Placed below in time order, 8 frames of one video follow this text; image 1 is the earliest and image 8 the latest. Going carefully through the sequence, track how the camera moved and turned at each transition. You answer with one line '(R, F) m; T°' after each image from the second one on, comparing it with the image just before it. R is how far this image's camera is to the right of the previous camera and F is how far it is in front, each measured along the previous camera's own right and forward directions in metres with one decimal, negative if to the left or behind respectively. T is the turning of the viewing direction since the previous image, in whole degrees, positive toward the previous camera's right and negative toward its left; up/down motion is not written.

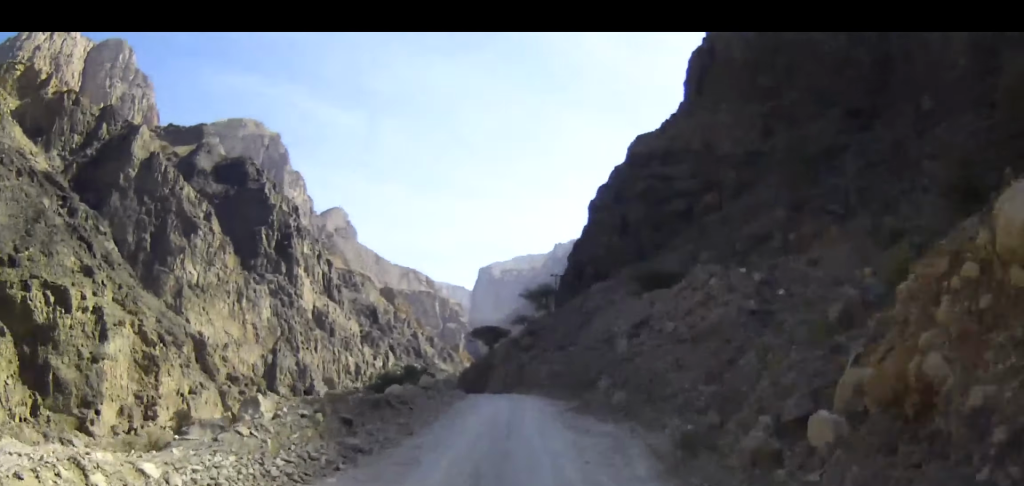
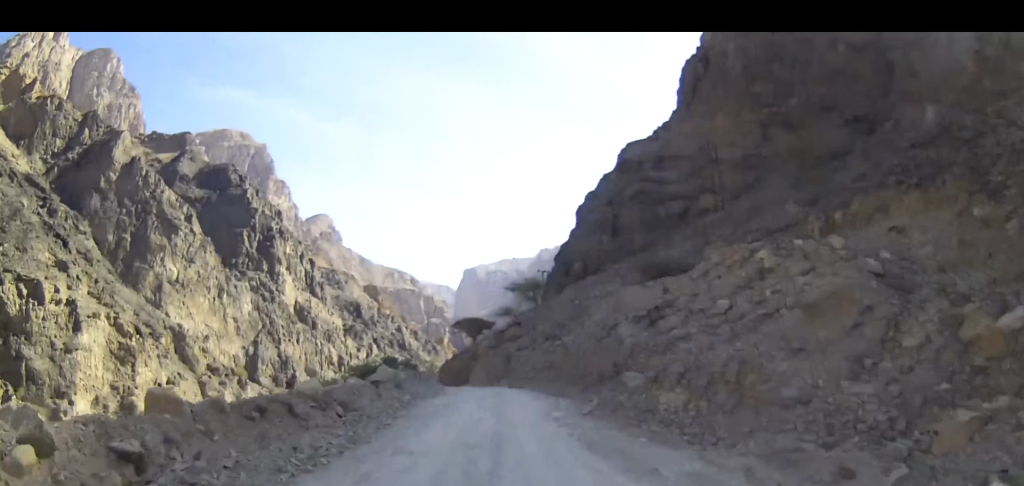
(+0.1, +9.4) m; +1°
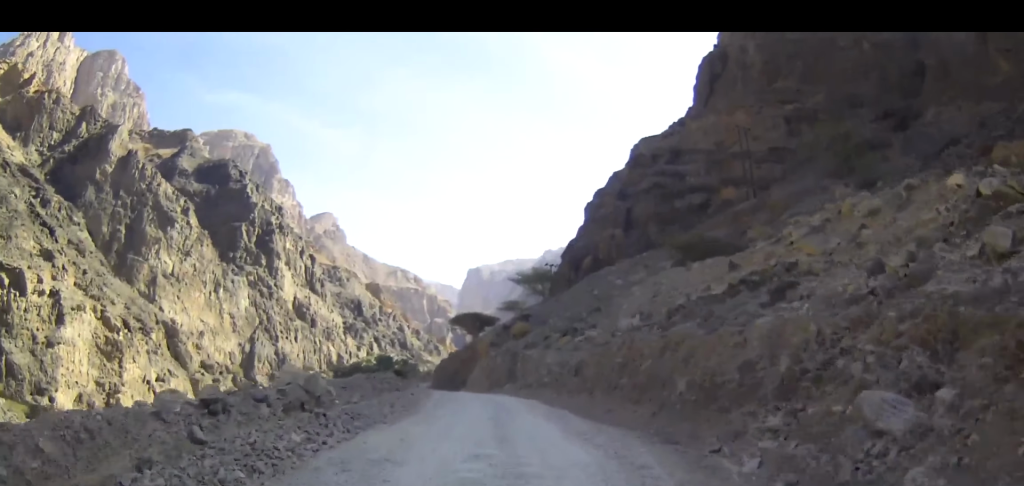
(+0.1, +12.5) m; 0°
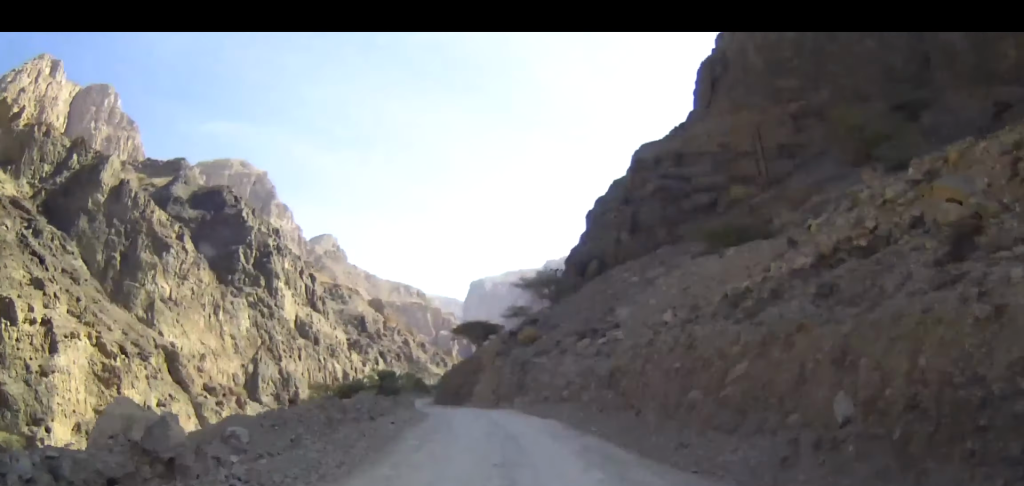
(0.0, +7.4) m; 0°
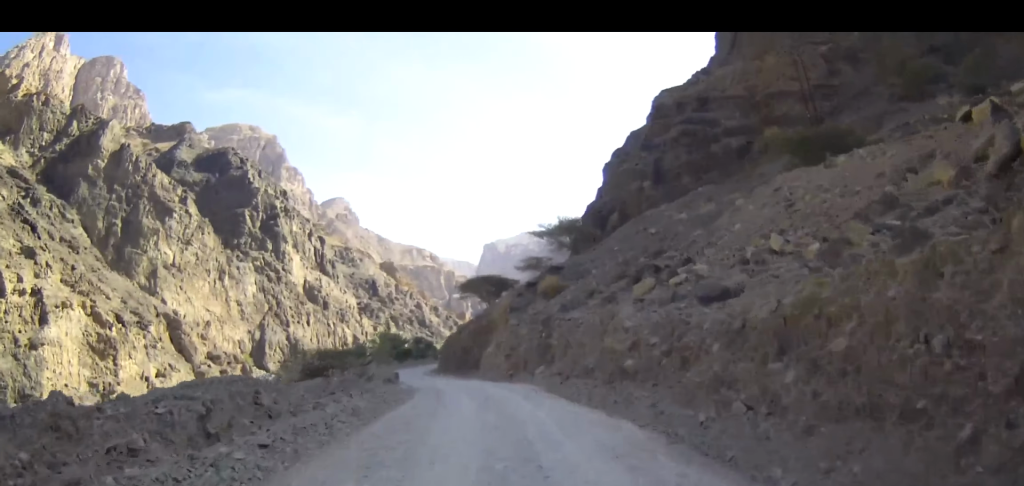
(-0.1, +12.9) m; -1°
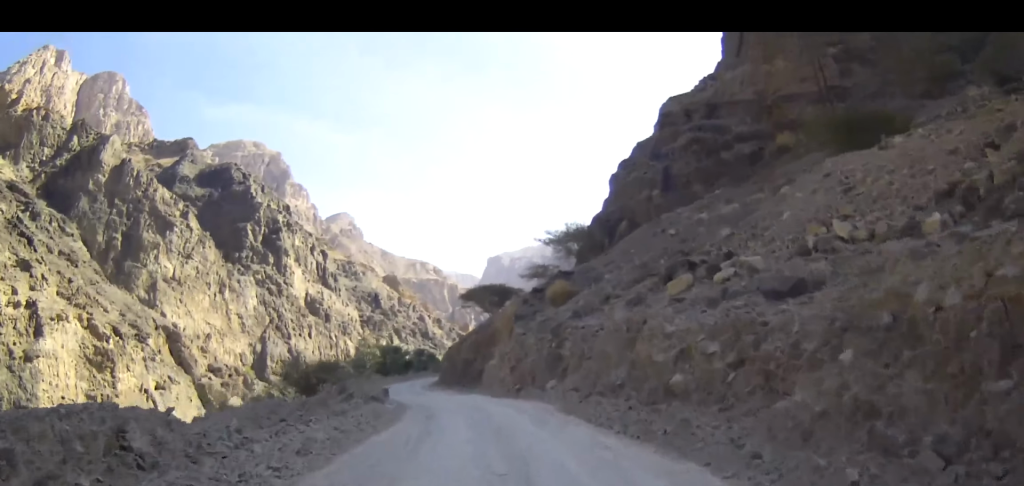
(0.0, +4.6) m; -1°
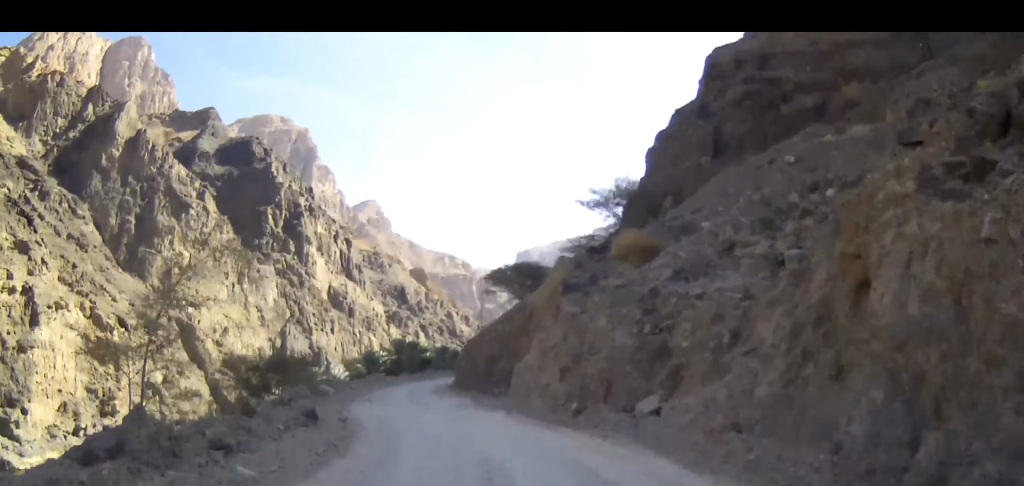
(-0.4, +16.1) m; -3°
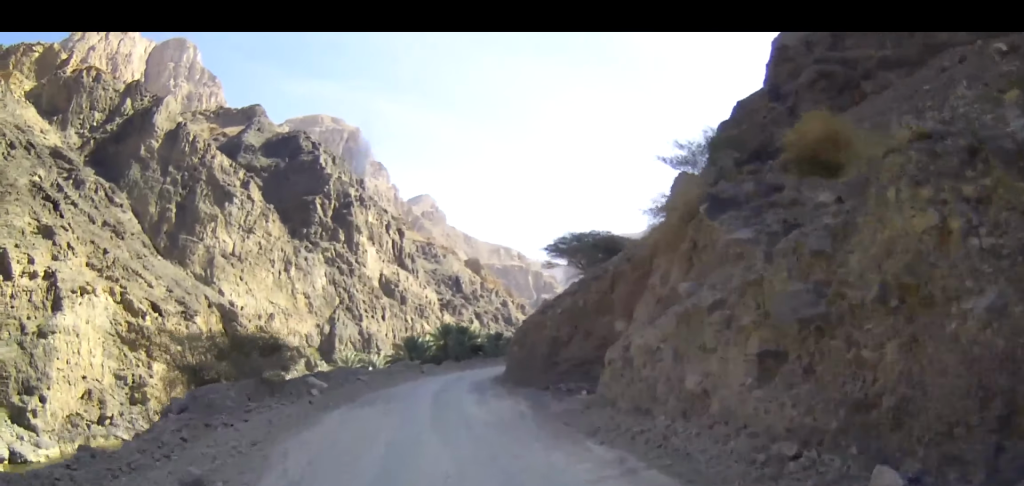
(-0.4, +13.6) m; -4°
